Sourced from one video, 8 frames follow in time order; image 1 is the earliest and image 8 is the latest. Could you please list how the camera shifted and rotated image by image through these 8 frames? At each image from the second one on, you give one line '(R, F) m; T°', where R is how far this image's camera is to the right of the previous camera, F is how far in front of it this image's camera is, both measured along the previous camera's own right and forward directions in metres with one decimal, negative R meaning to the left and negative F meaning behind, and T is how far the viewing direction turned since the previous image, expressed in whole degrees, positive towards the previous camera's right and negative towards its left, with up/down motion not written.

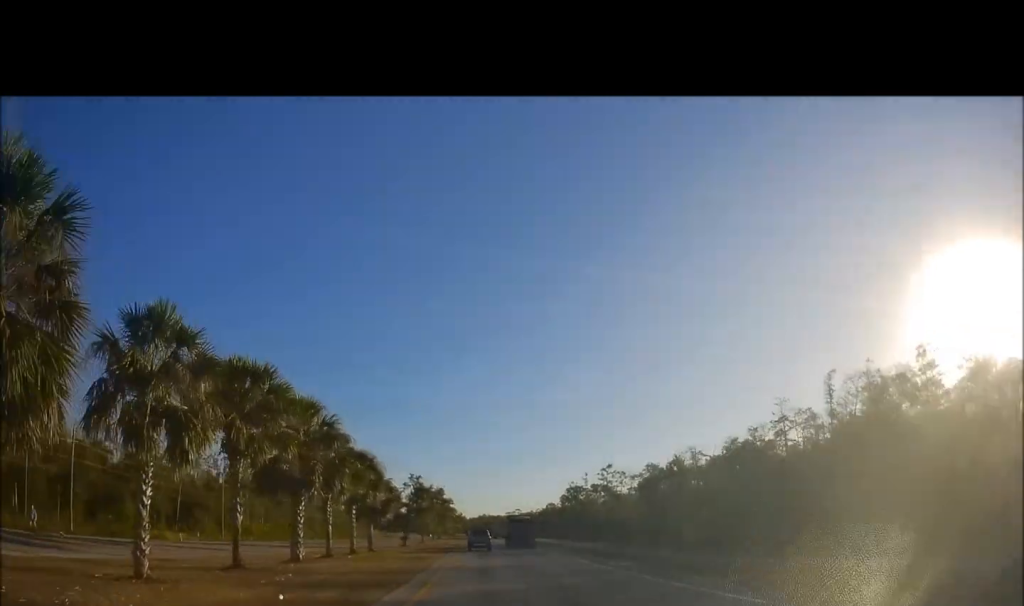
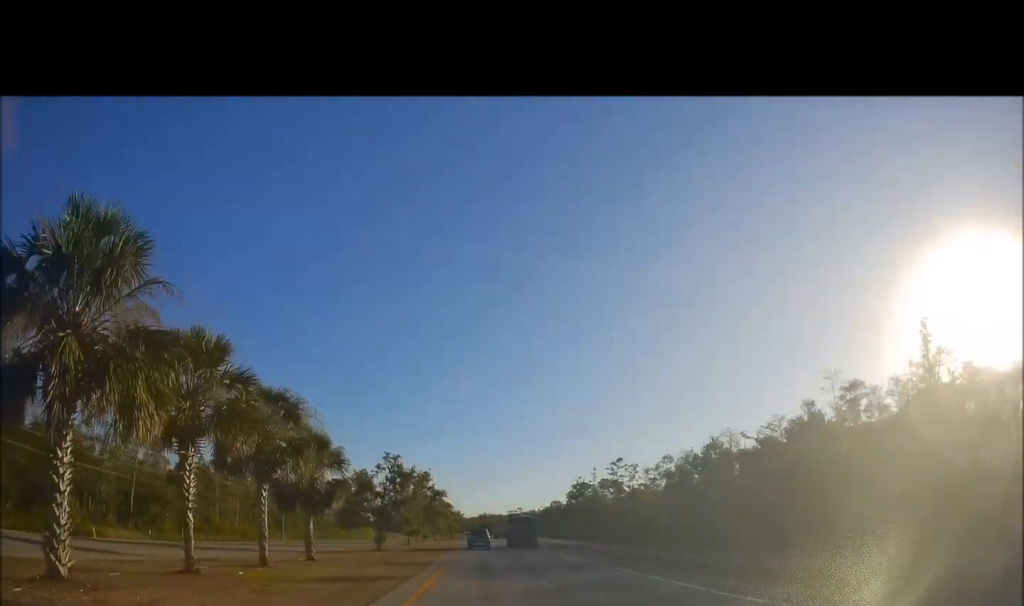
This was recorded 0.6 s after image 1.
(+0.2, +15.6) m; 0°
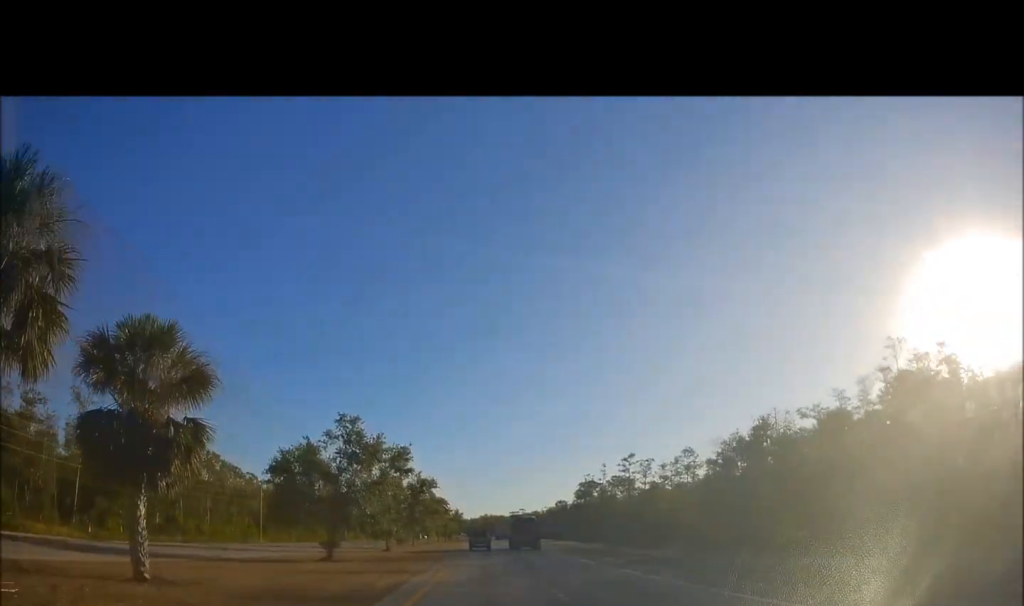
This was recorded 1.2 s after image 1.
(+0.3, +14.7) m; 0°
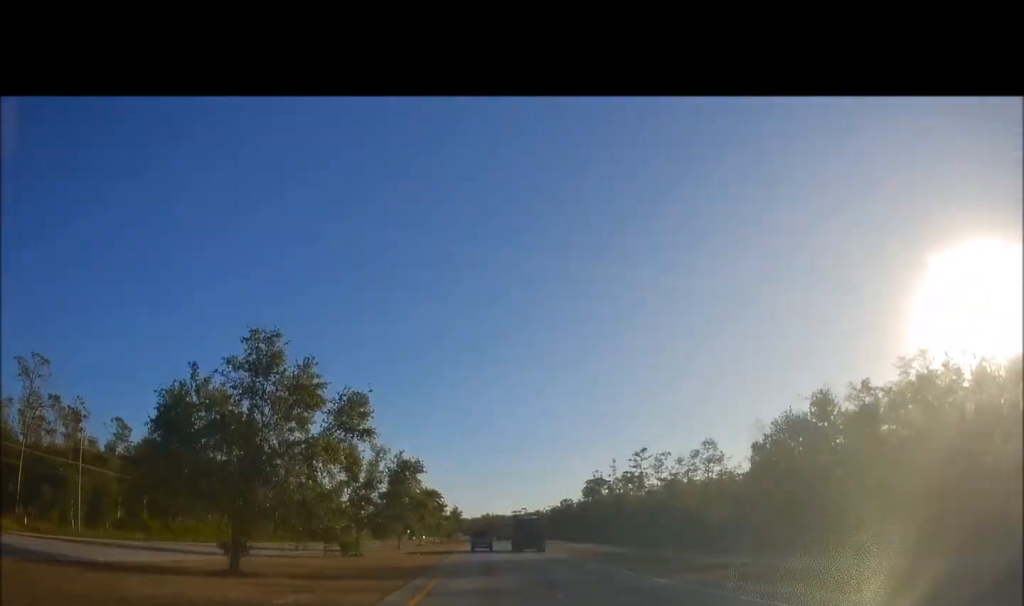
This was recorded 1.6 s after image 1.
(-0.2, +12.1) m; 0°
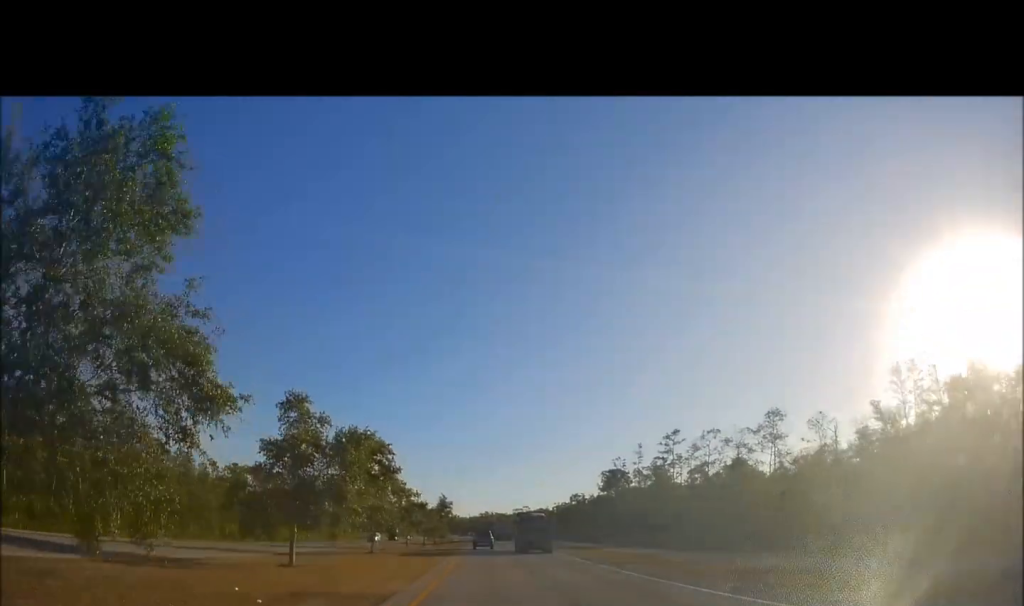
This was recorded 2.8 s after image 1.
(-0.2, +30.4) m; 0°
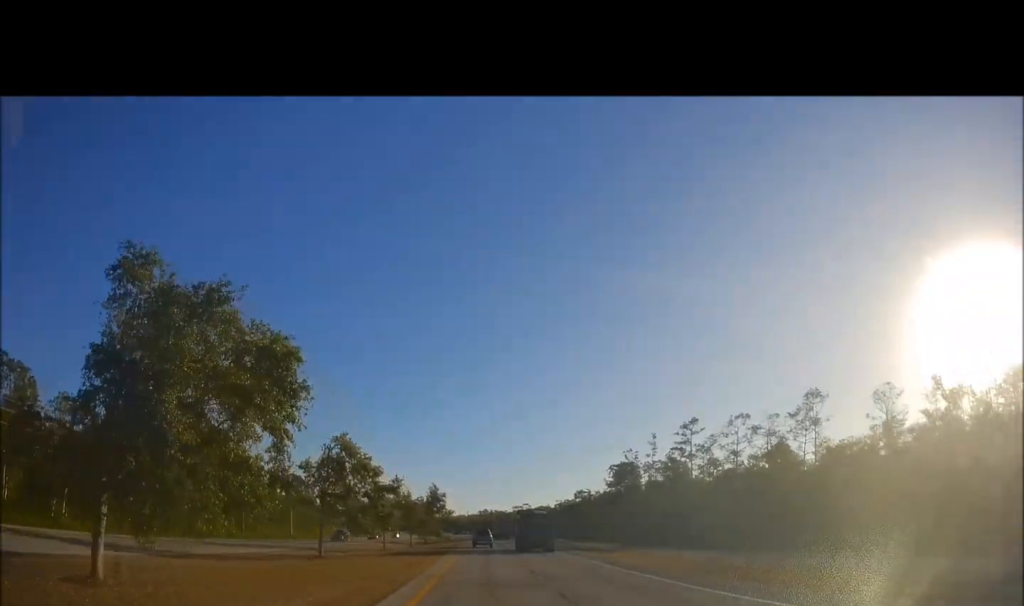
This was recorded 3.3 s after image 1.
(0.0, +13.1) m; 0°
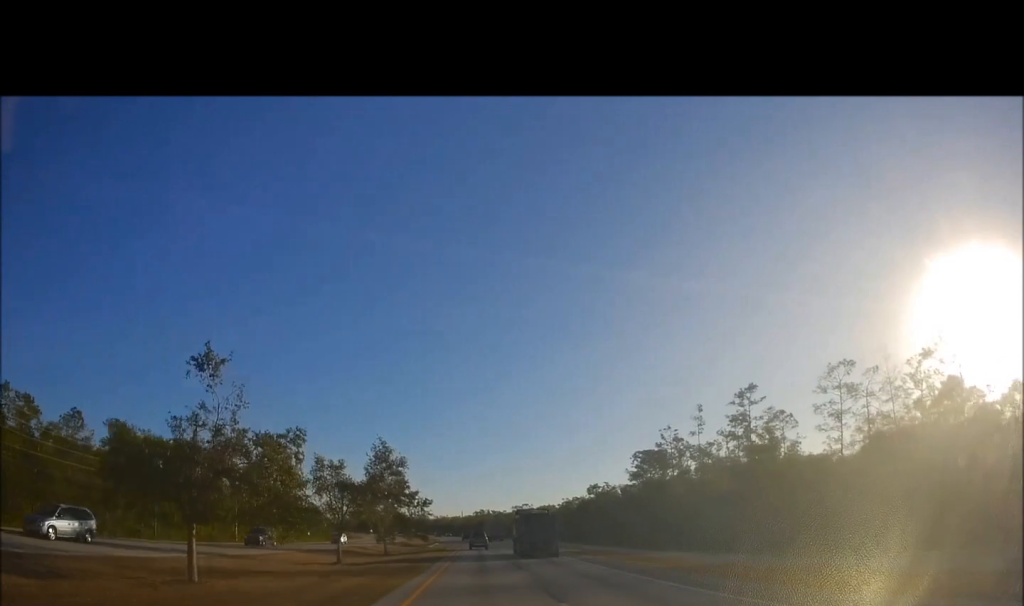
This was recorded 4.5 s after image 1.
(0.0, +31.5) m; 0°
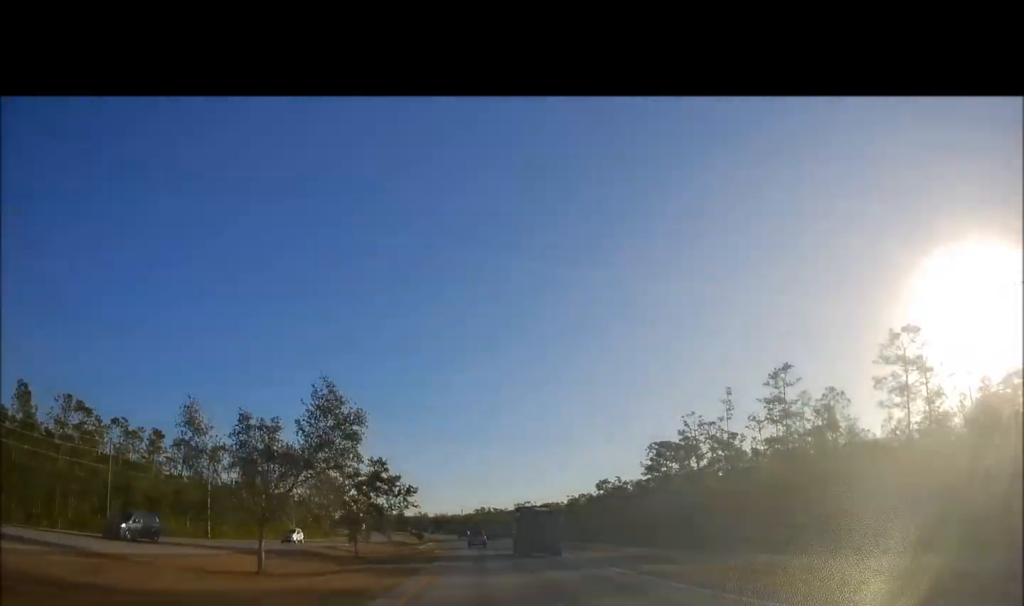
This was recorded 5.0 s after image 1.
(-0.1, +12.3) m; 0°
